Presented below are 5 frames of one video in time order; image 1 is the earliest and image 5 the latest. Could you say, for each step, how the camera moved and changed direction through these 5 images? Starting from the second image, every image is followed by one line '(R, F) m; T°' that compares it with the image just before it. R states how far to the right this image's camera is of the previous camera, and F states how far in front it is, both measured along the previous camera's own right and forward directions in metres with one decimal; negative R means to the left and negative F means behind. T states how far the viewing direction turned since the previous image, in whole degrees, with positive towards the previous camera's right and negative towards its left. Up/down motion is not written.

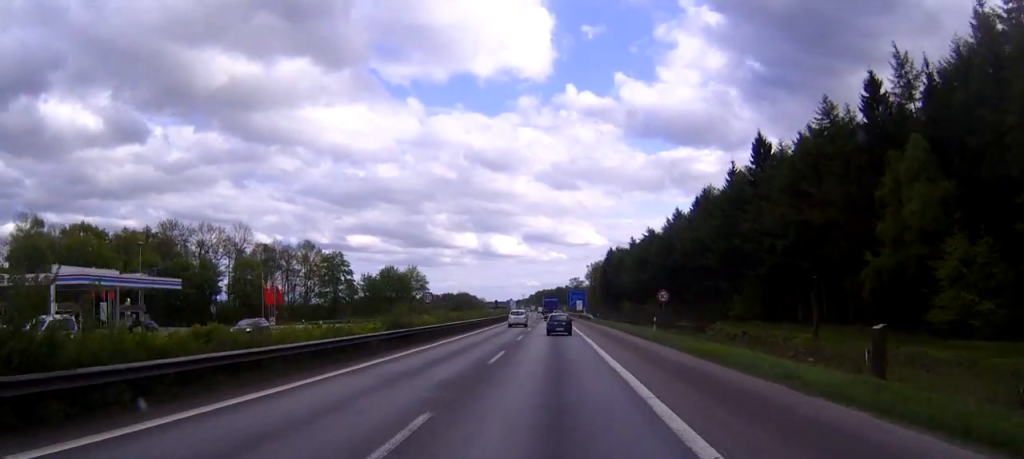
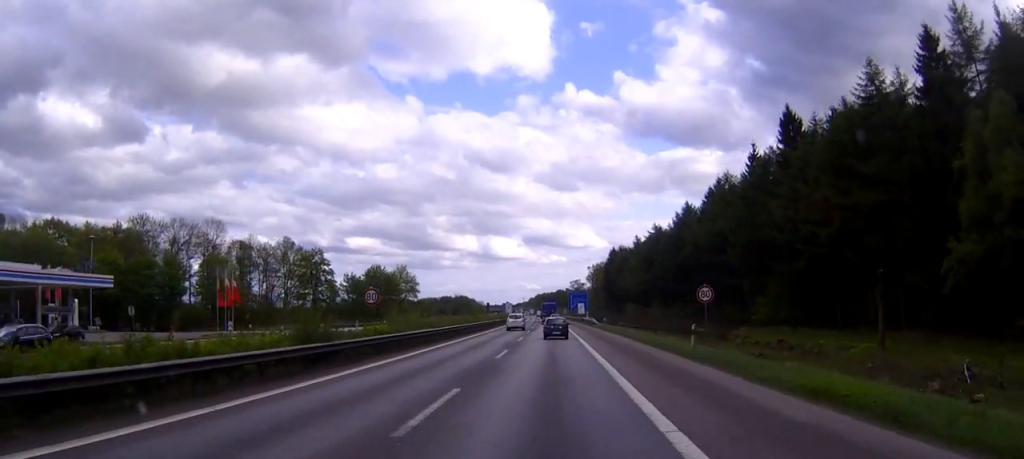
(0.0, +13.1) m; 0°
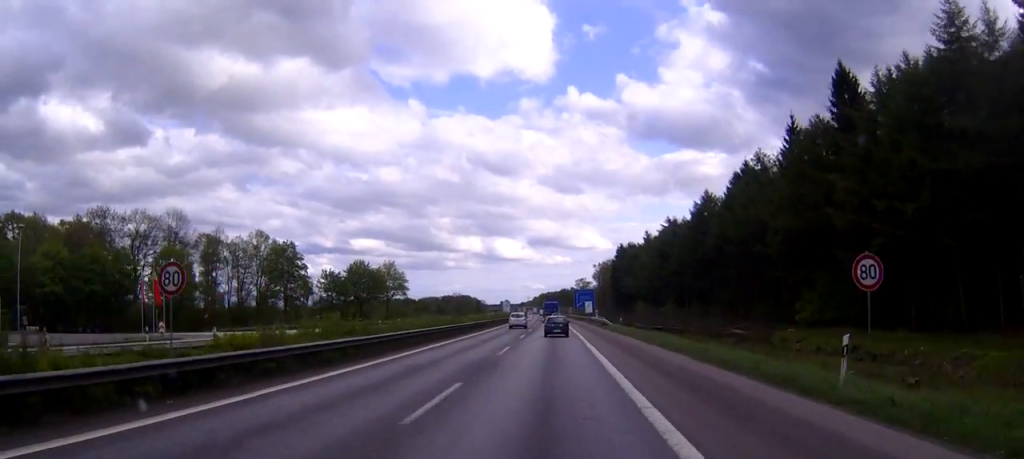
(0.0, +17.1) m; 0°
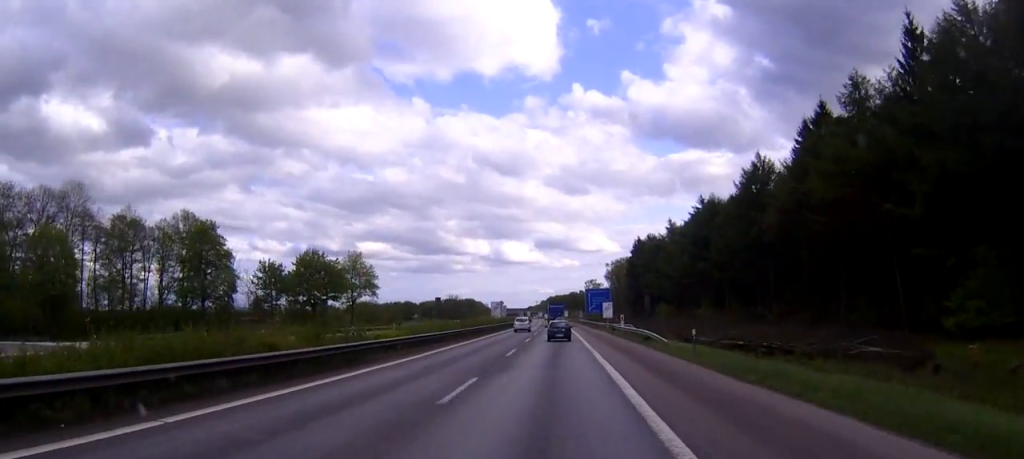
(-0.1, +32.5) m; 0°
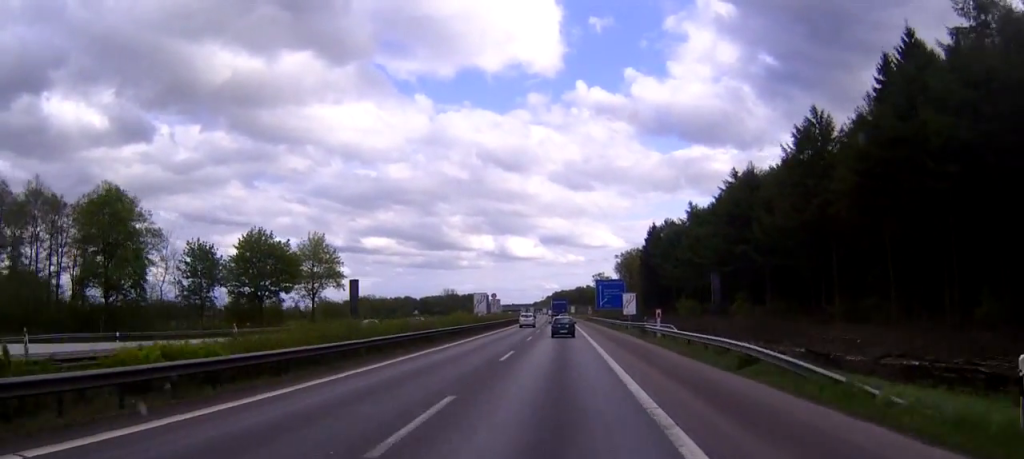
(0.0, +23.4) m; 0°
